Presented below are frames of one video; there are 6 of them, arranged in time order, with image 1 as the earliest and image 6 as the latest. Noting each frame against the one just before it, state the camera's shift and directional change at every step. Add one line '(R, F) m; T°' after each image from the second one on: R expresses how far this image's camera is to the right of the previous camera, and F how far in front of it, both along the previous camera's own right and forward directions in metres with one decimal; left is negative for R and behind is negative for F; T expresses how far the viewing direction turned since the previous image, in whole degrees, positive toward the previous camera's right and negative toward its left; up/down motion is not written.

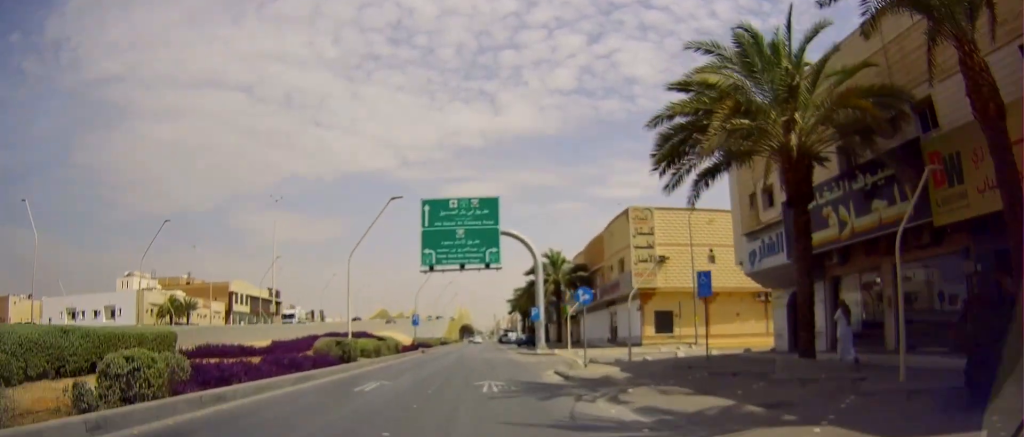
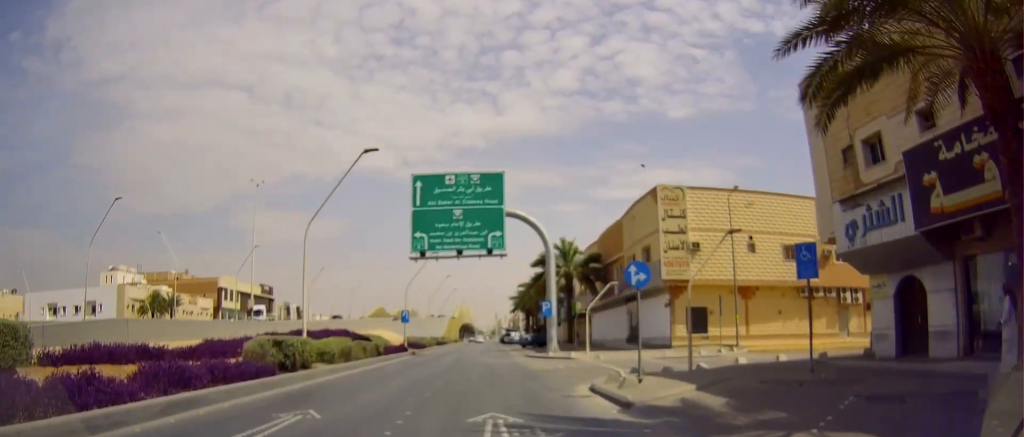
(-0.3, +7.0) m; 0°
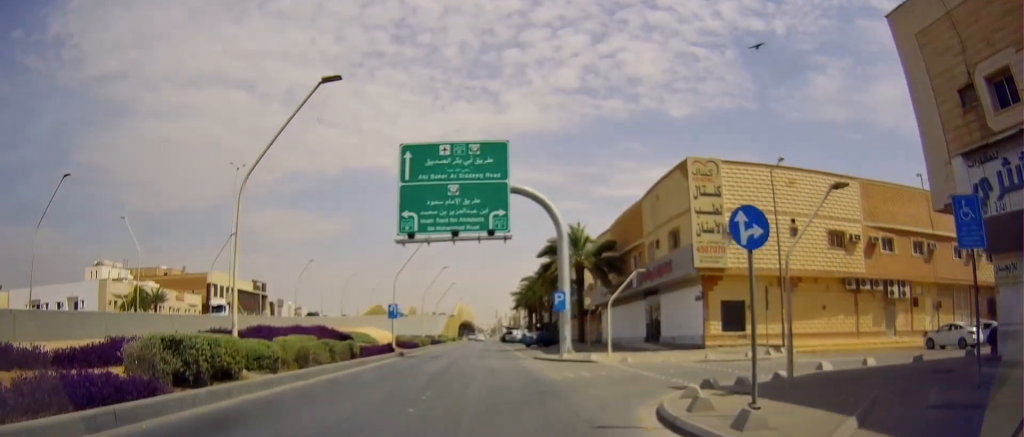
(+0.4, +5.9) m; +1°
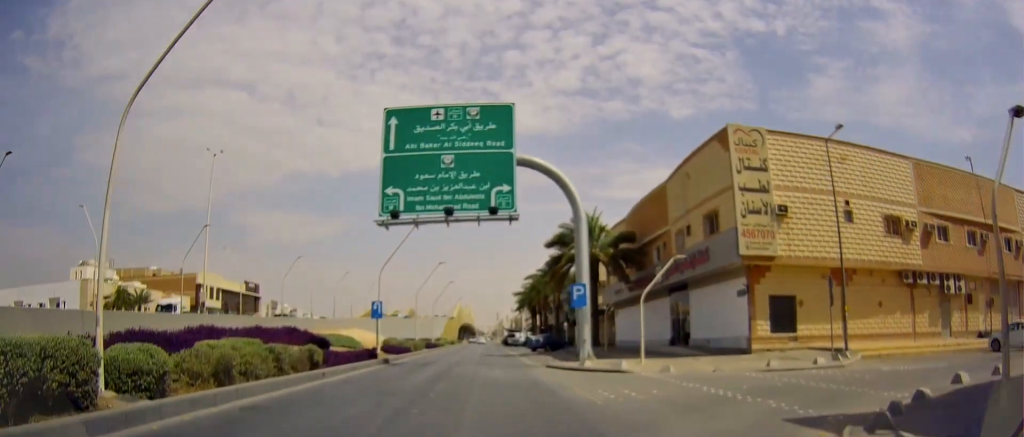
(+0.1, +5.9) m; 0°
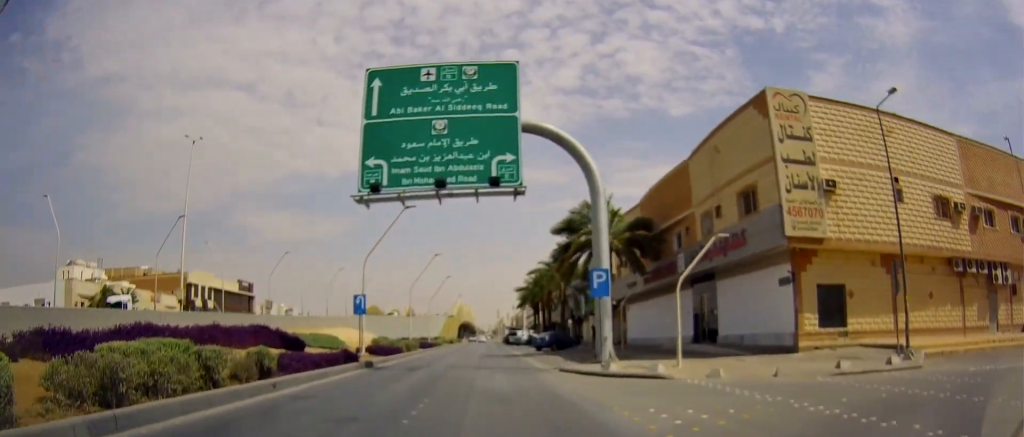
(-0.2, +4.4) m; -1°
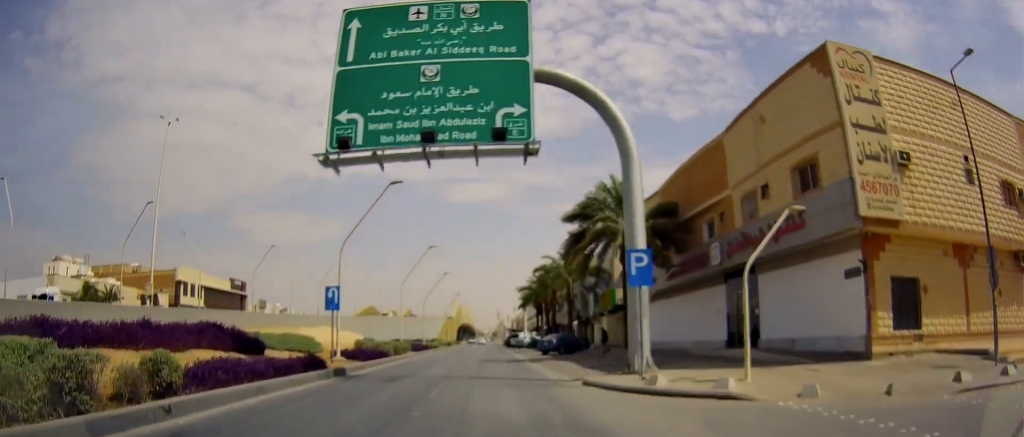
(-0.1, +5.1) m; 0°
